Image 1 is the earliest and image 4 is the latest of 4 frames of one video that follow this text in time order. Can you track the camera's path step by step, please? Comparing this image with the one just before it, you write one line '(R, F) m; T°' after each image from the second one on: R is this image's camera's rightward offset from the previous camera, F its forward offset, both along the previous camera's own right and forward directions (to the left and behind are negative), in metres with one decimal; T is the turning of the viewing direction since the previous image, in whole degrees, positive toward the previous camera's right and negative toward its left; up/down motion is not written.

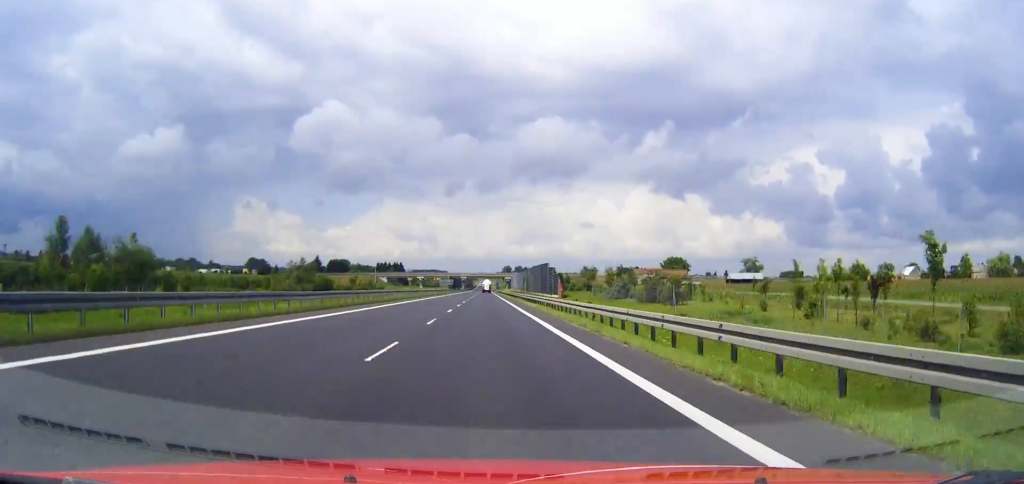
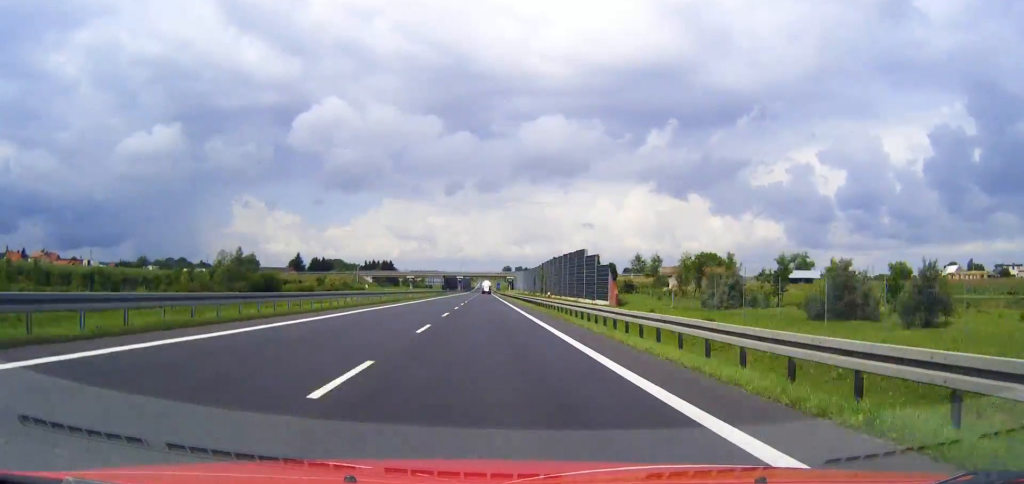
(+0.1, +40.1) m; 0°
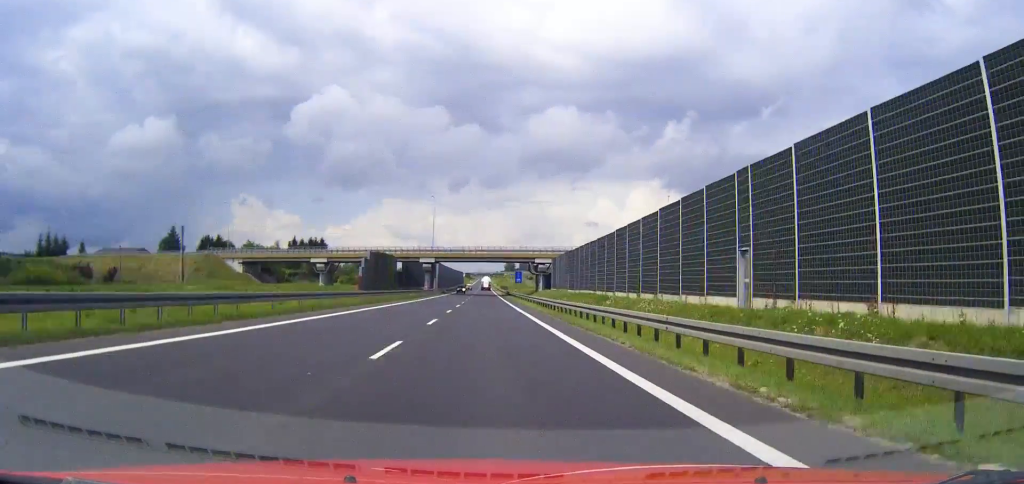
(+0.2, +151.6) m; 0°
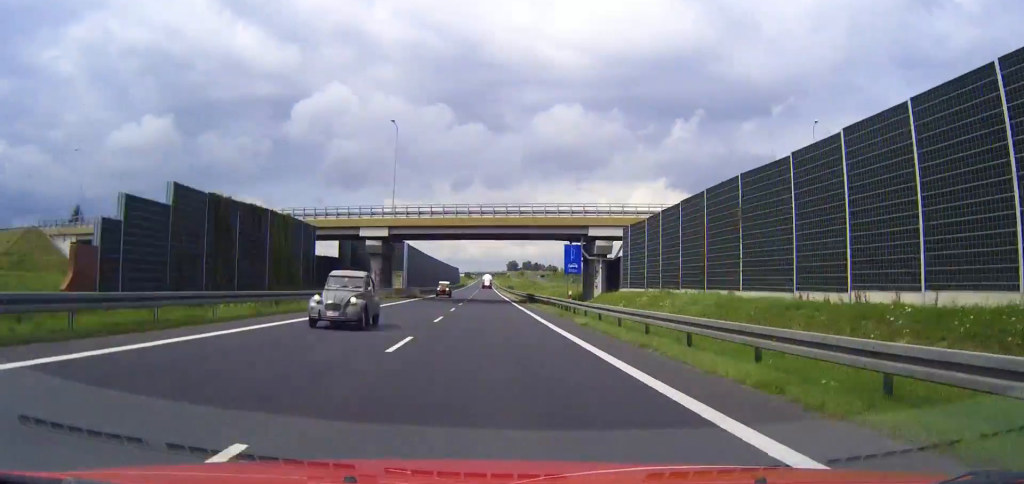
(0.0, +58.5) m; 0°
